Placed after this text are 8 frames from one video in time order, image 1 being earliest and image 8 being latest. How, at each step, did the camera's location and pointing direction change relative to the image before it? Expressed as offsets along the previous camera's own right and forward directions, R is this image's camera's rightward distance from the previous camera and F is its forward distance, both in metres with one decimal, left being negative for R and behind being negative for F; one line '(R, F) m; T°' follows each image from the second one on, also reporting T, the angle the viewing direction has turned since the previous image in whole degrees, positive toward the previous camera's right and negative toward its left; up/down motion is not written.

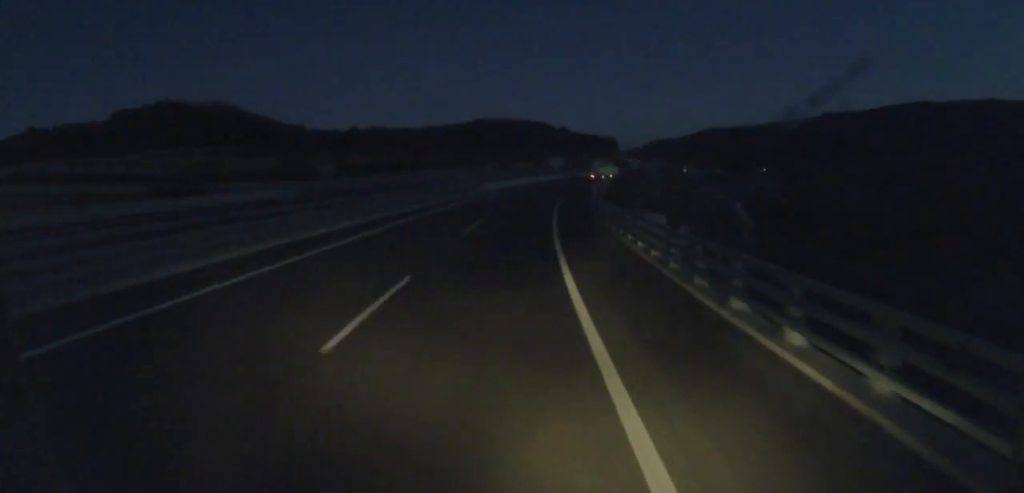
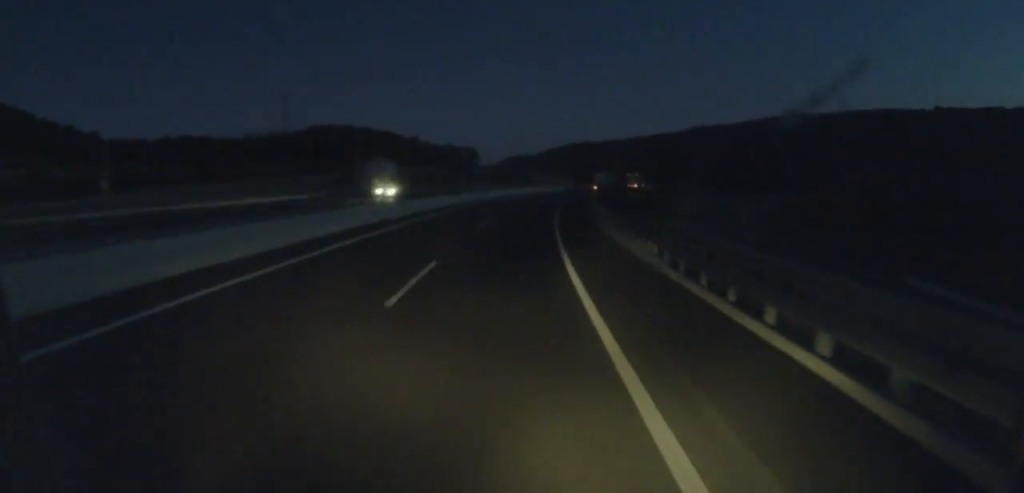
(+12.6, +100.4) m; +13°
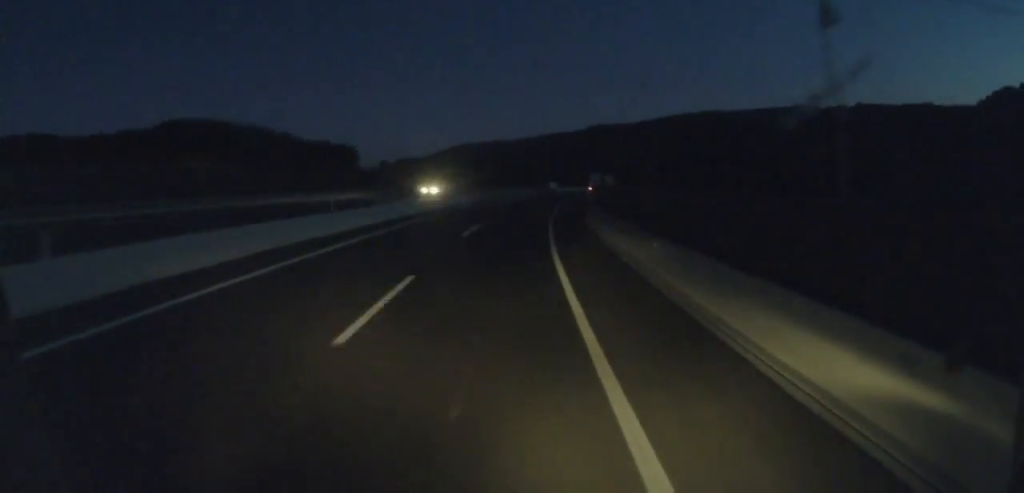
(+4.7, +73.6) m; +9°
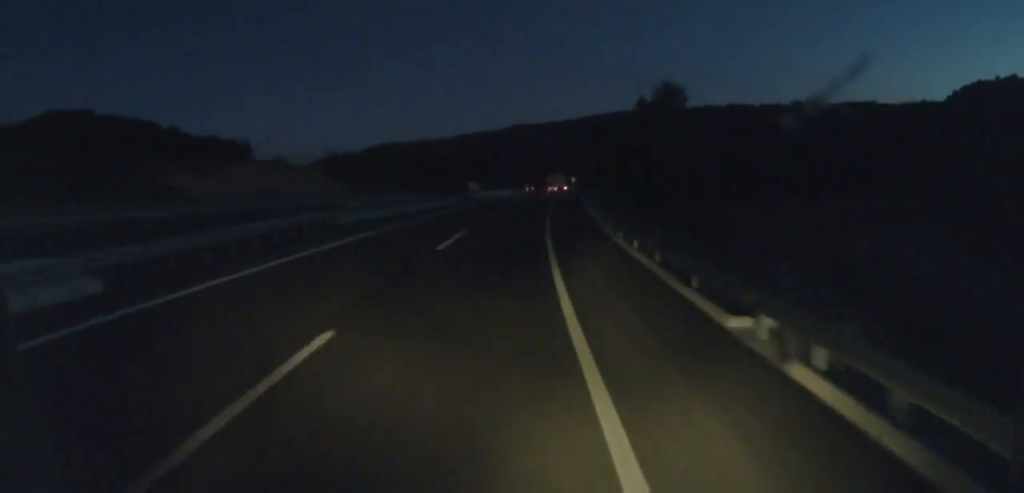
(+5.1, +58.4) m; +5°
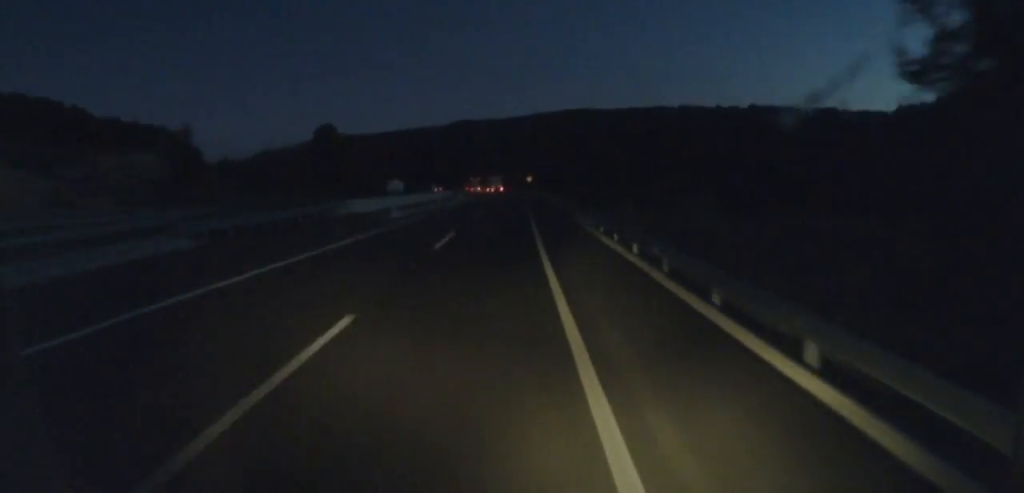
(+1.9, +51.5) m; +4°
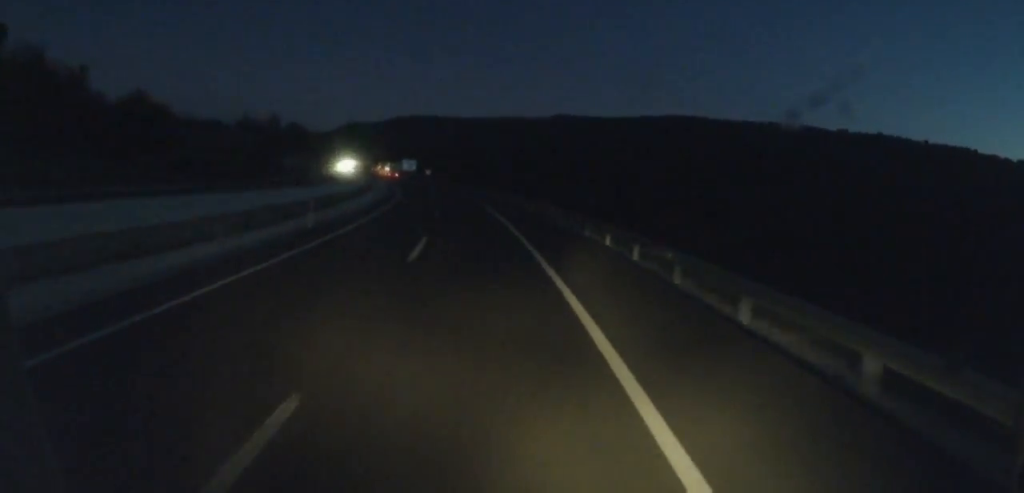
(+7.5, +174.7) m; -1°
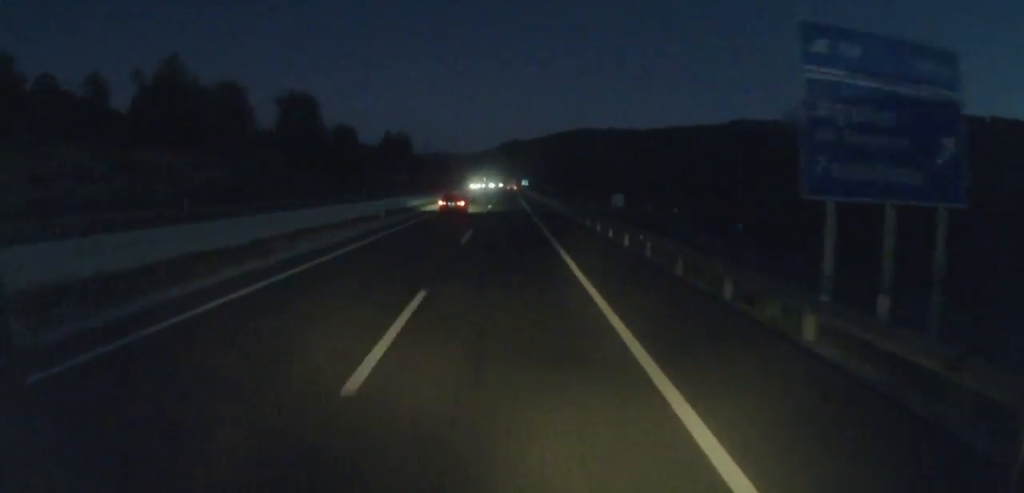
(-31.9, +183.4) m; -16°
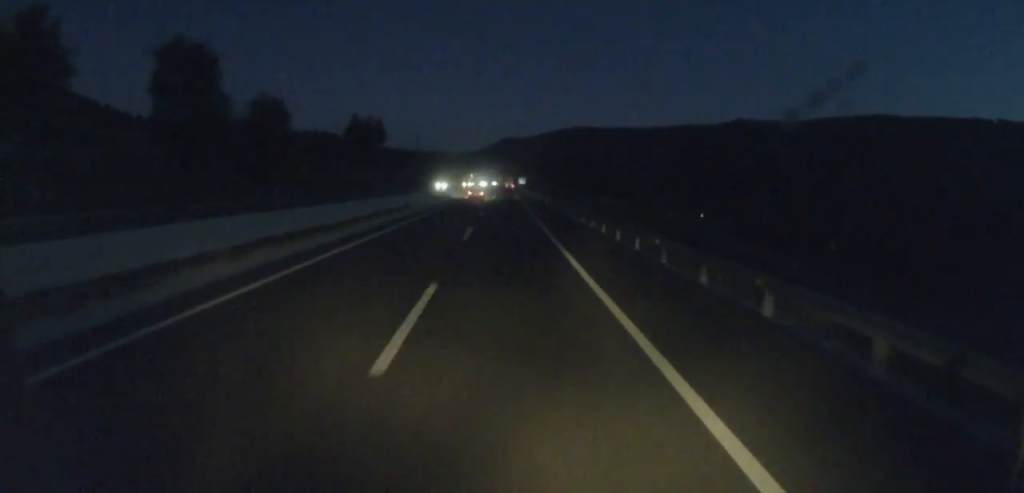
(-0.7, +31.7) m; -1°
